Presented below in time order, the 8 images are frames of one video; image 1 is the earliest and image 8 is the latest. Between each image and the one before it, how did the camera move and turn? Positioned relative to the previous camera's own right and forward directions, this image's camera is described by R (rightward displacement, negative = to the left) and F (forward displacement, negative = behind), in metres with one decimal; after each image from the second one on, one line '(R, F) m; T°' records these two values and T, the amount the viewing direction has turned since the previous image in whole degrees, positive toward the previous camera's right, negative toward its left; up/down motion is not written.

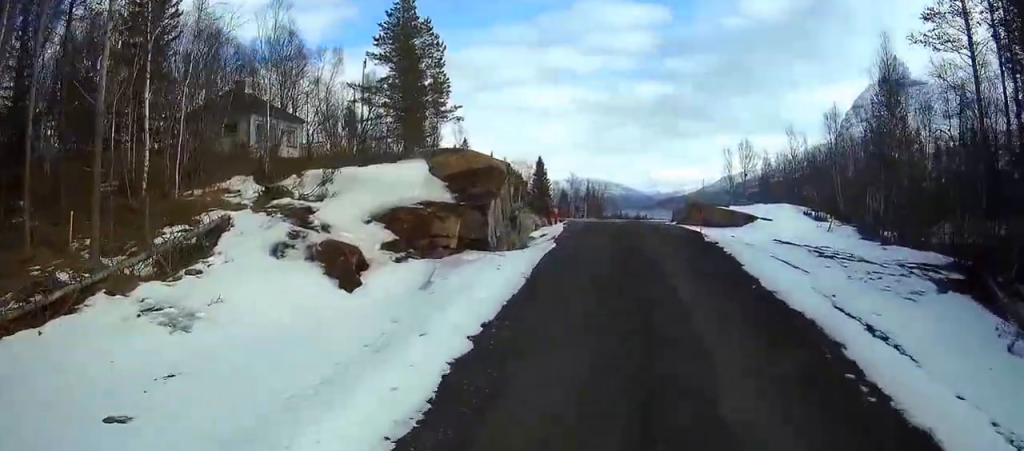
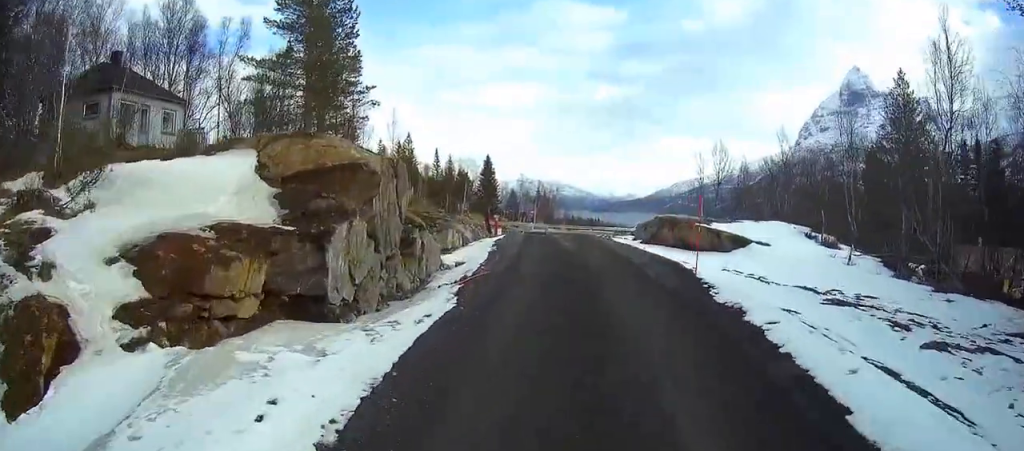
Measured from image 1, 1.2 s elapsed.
(+0.9, +8.6) m; +5°
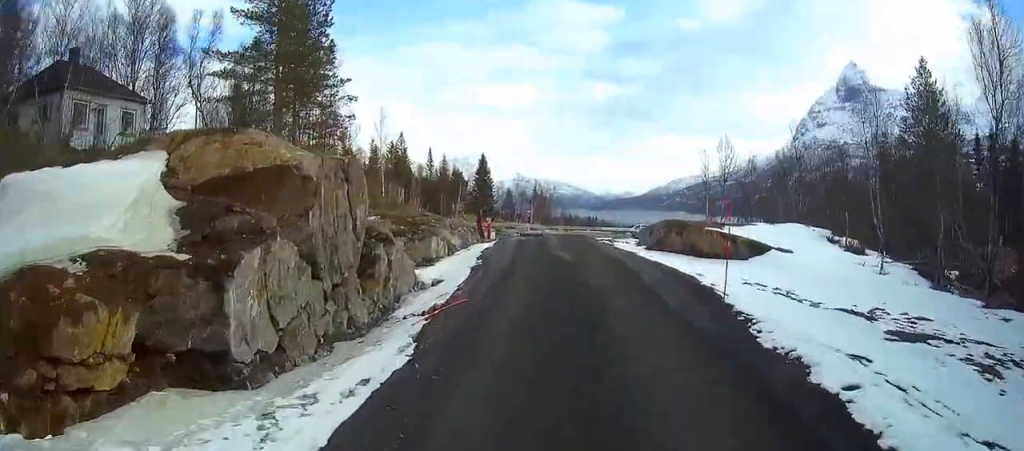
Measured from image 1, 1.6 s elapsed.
(-0.1, +3.3) m; 0°
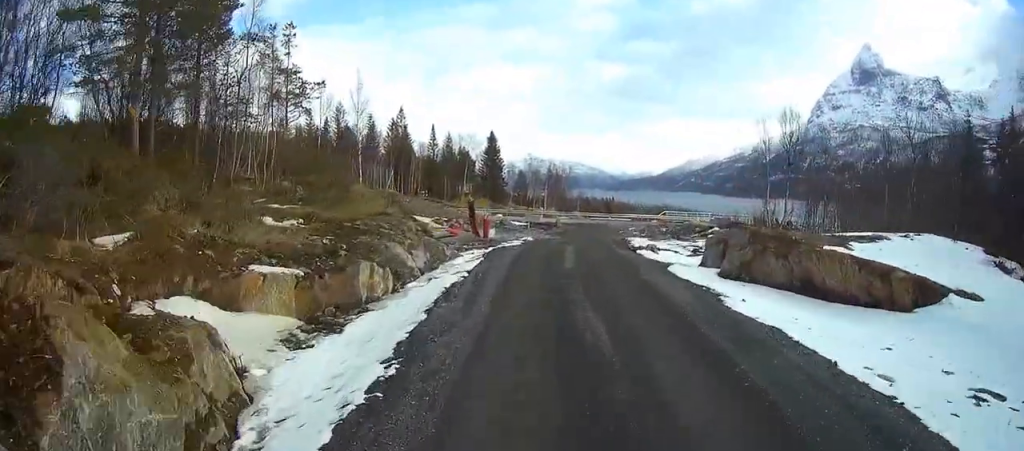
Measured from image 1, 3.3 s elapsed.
(-0.2, +12.7) m; -4°
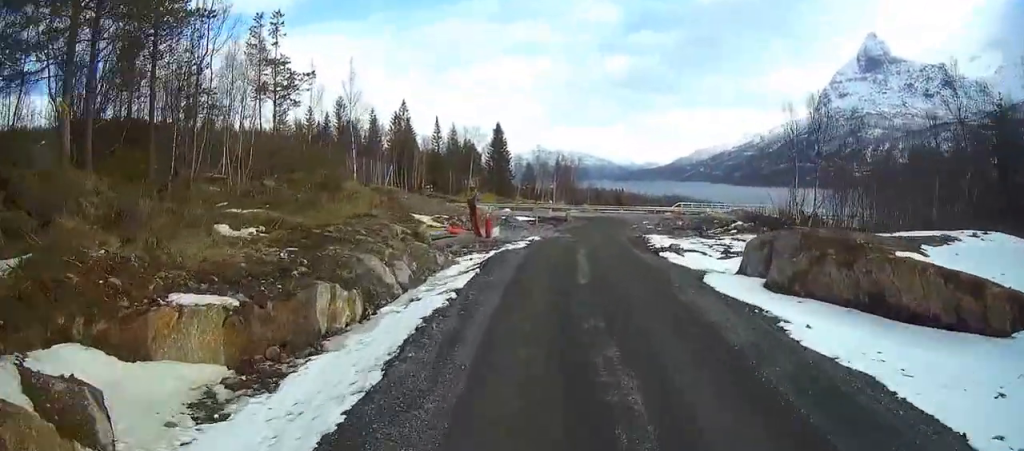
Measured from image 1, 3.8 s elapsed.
(0.0, +3.9) m; -2°
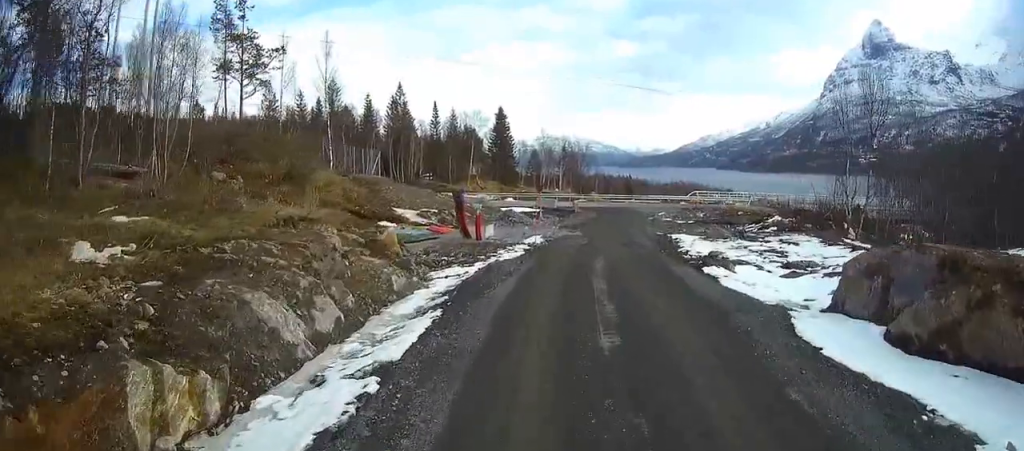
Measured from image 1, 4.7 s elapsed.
(-0.2, +6.8) m; -2°
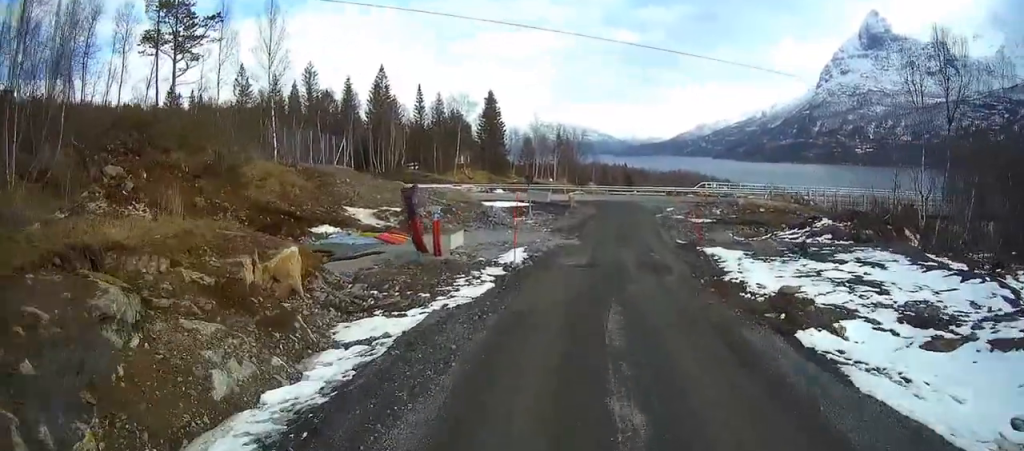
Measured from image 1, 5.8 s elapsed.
(0.0, +8.5) m; 0°
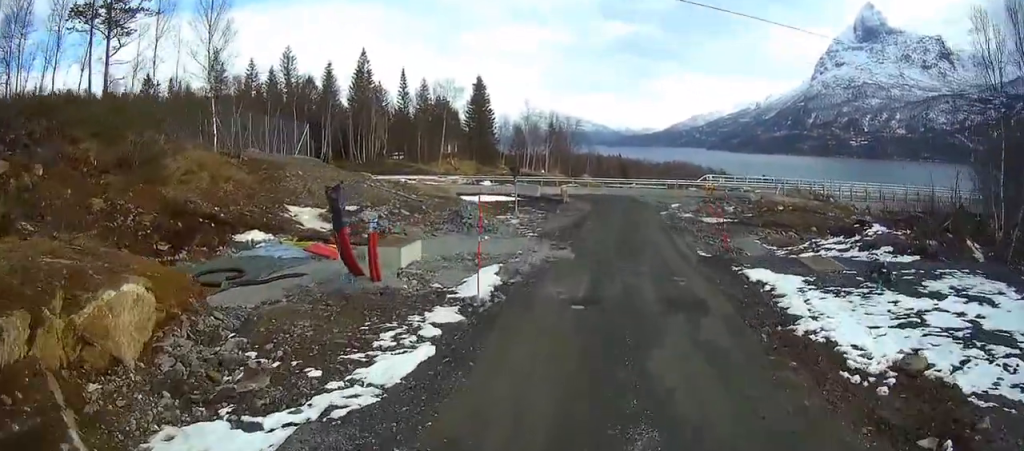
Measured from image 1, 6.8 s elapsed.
(0.0, +6.6) m; 0°
